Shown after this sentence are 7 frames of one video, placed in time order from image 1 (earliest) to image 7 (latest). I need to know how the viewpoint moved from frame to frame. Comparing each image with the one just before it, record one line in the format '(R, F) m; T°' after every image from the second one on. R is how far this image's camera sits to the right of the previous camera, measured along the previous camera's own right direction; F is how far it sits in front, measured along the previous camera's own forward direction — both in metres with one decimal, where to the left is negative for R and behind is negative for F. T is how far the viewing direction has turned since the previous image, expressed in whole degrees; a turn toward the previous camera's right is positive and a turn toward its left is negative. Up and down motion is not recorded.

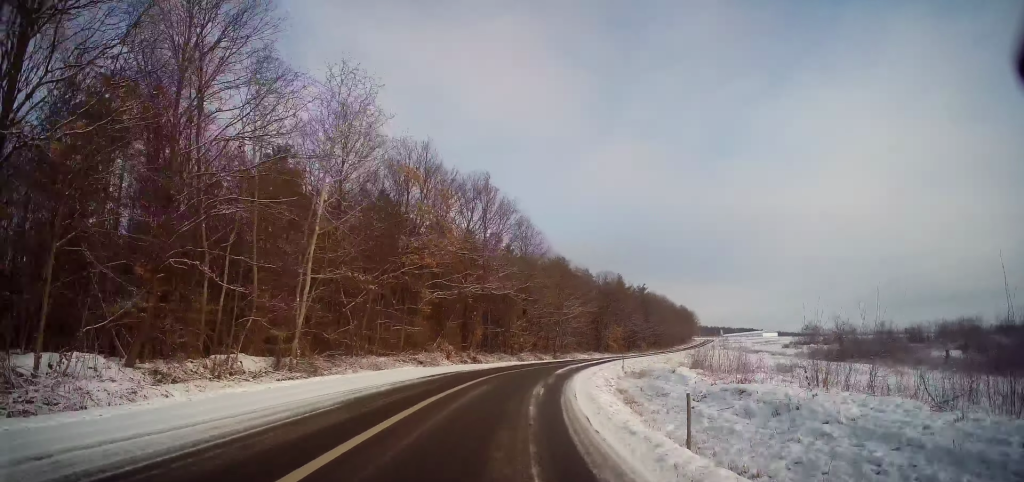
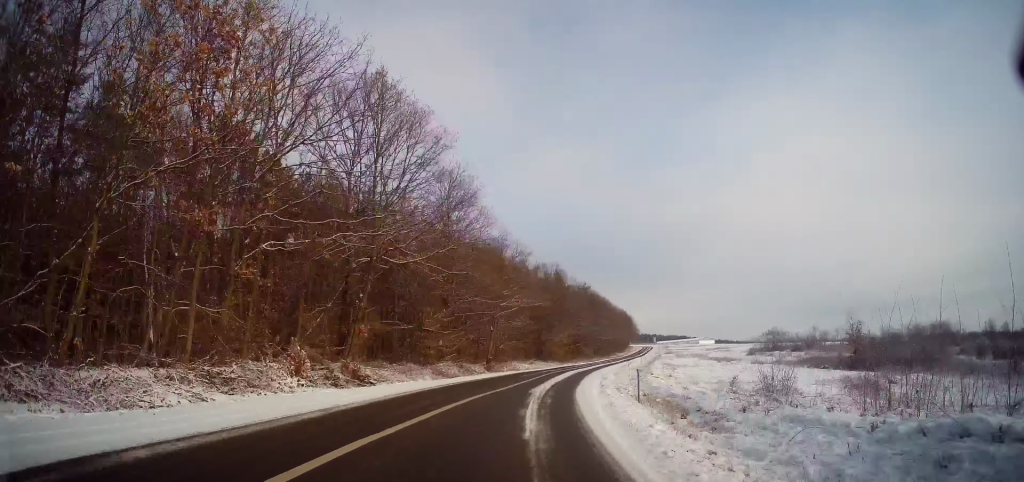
(+0.8, +17.4) m; +7°
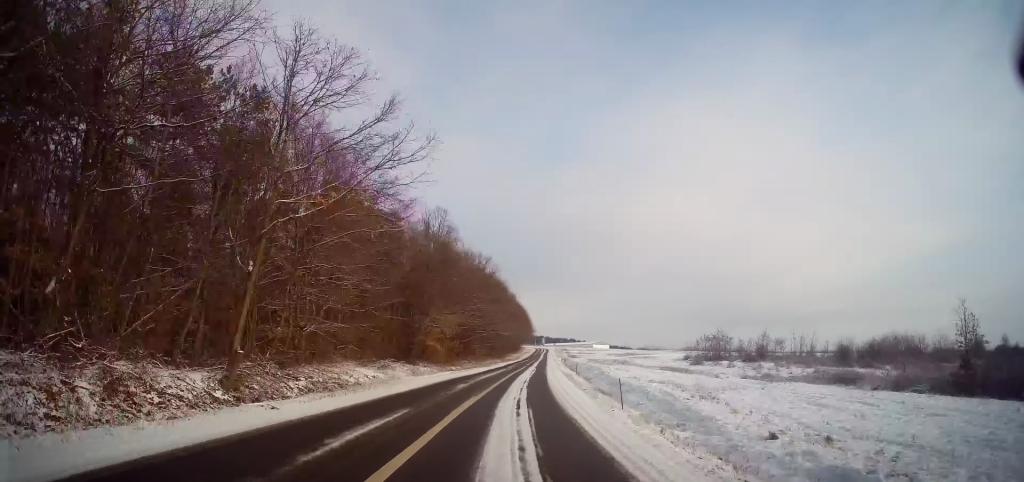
(+3.2, +28.3) m; +12°
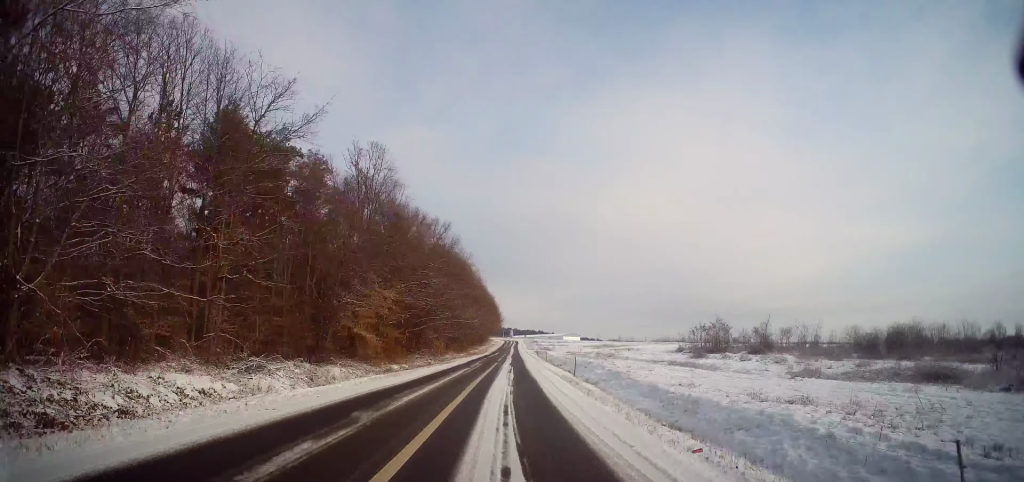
(+0.5, +14.1) m; +4°
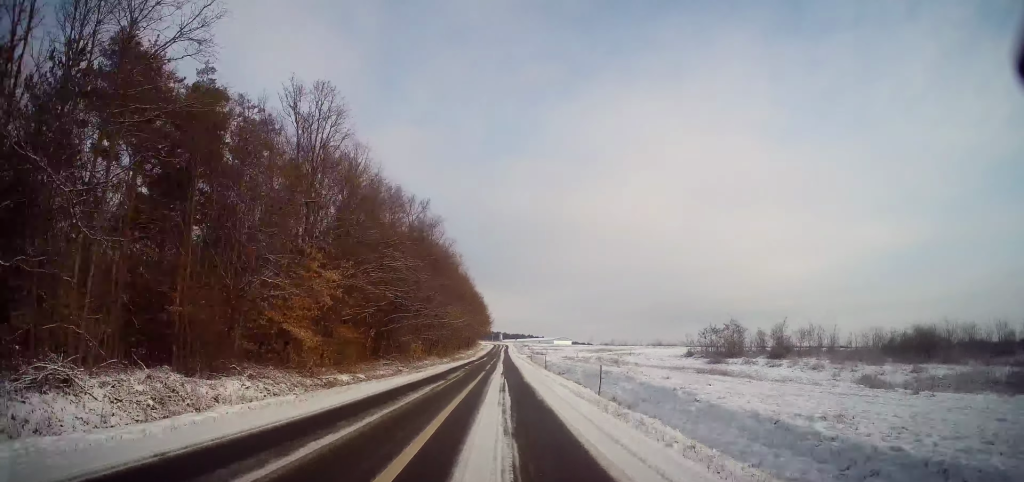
(+0.2, +9.2) m; +1°
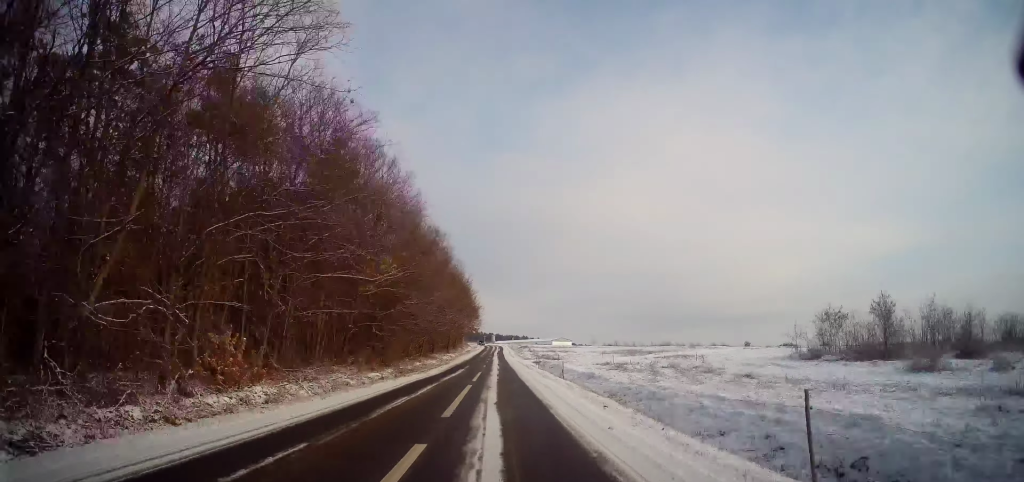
(+0.8, +35.5) m; +2°
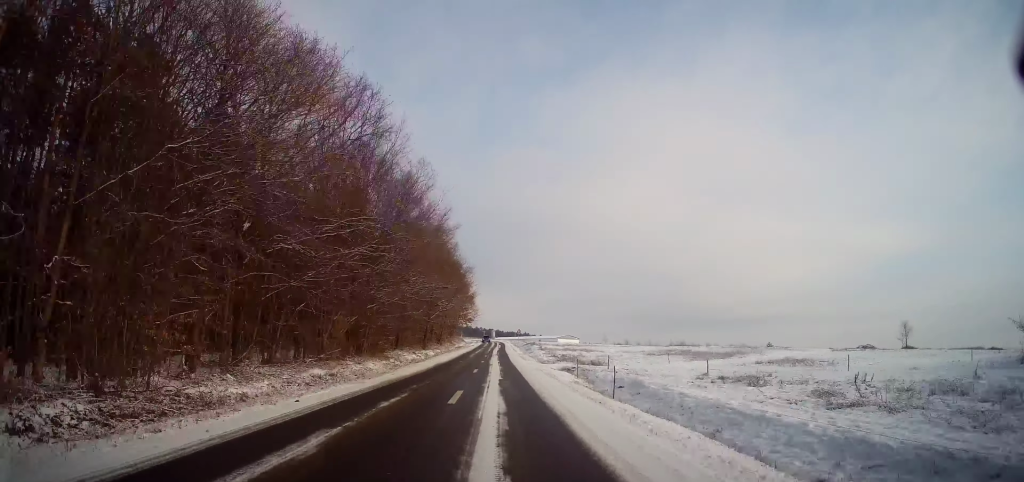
(+0.1, +28.6) m; 0°
